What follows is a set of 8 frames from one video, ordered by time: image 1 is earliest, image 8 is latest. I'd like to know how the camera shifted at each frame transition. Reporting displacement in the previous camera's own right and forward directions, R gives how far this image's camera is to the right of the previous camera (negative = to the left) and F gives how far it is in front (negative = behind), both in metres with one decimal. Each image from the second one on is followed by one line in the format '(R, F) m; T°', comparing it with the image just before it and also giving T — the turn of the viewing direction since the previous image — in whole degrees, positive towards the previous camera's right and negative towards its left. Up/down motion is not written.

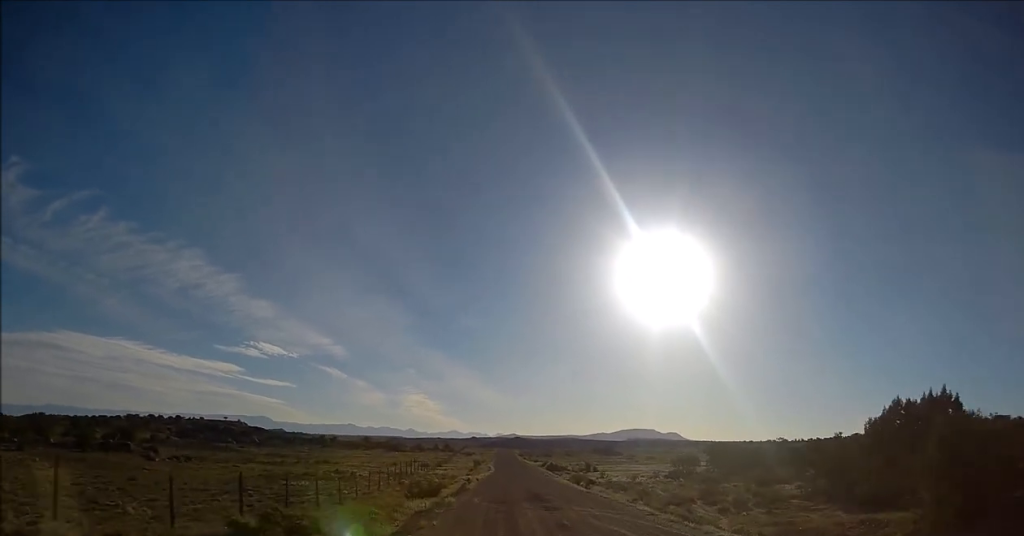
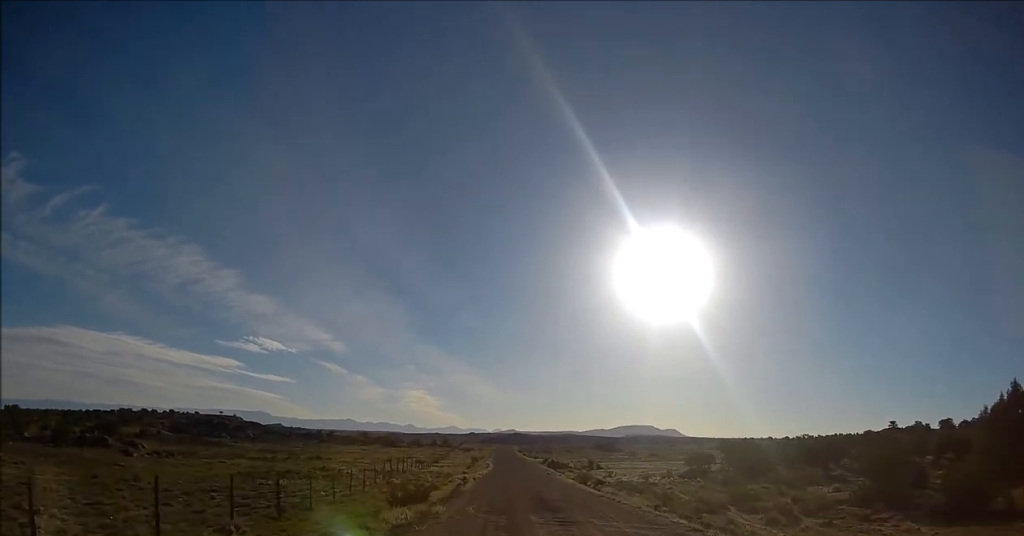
(0.0, +5.8) m; 0°
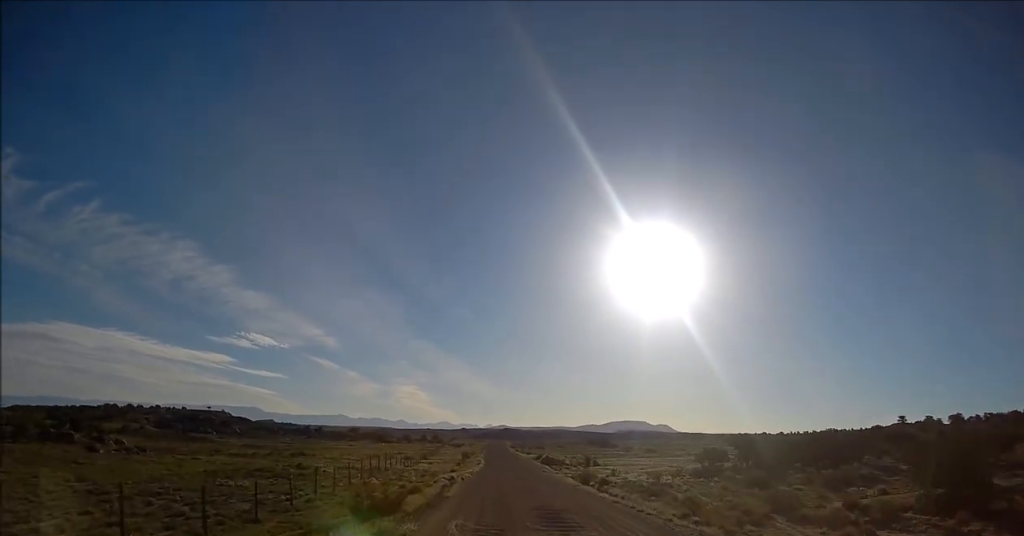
(-0.1, +6.2) m; 0°
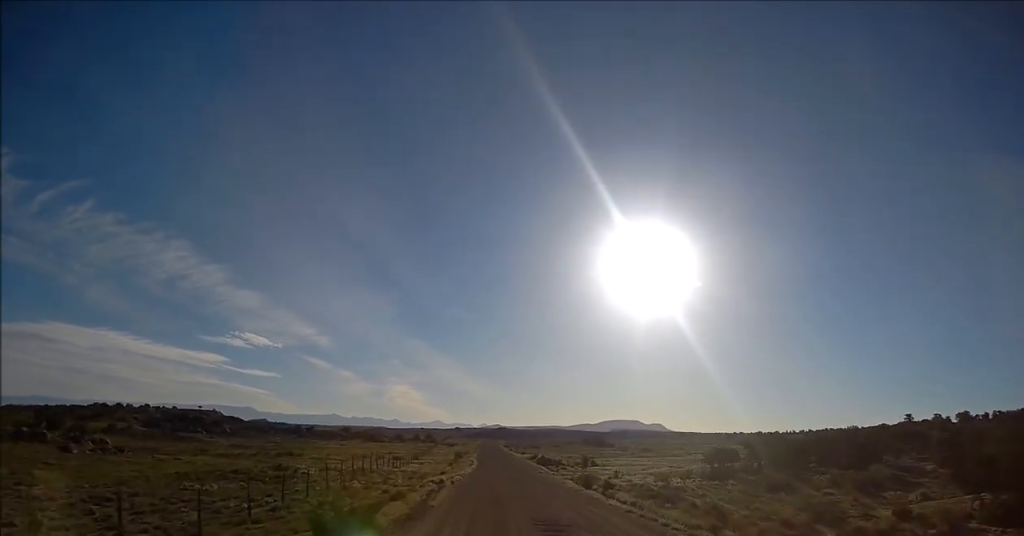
(0.0, +4.4) m; +1°
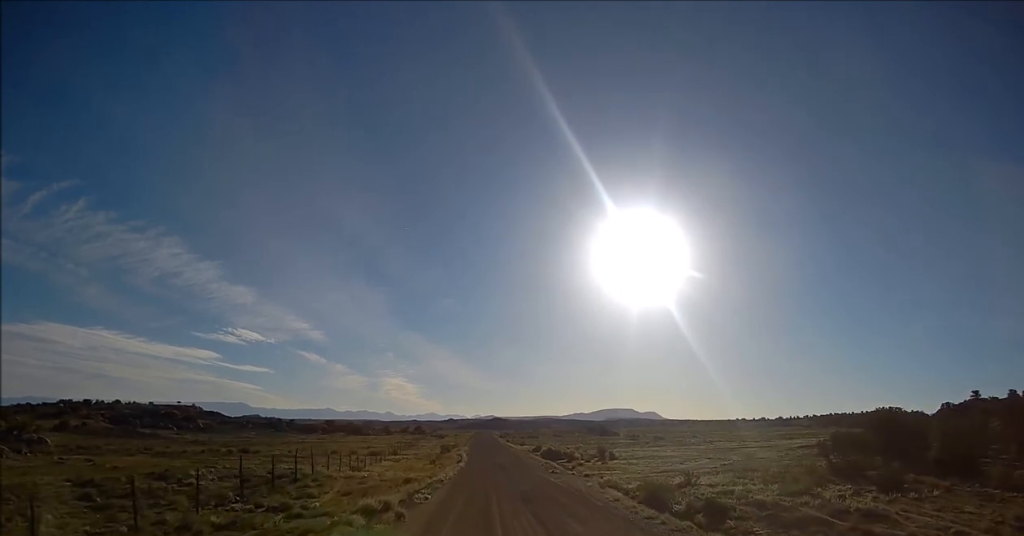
(+0.5, +22.0) m; +1°
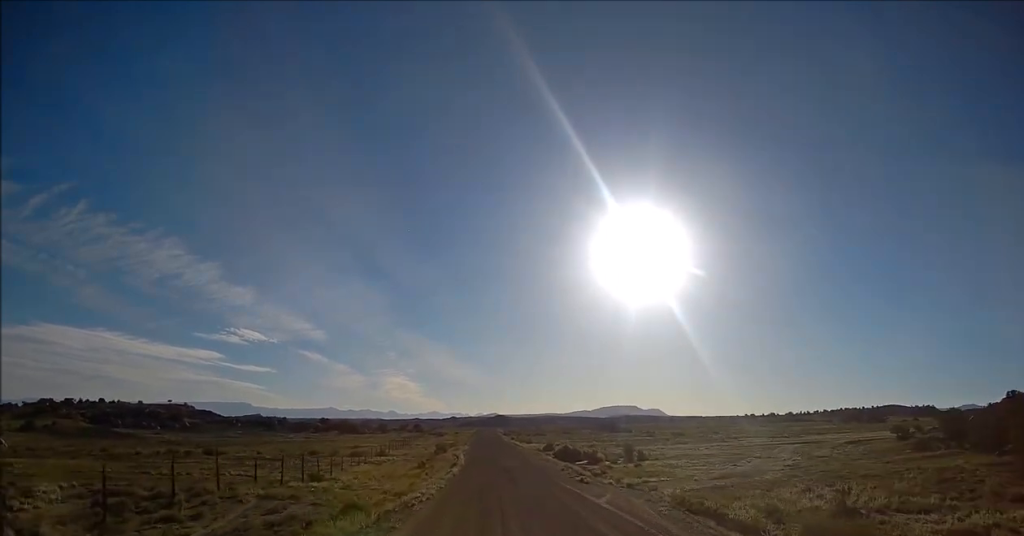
(-0.1, +16.2) m; -1°
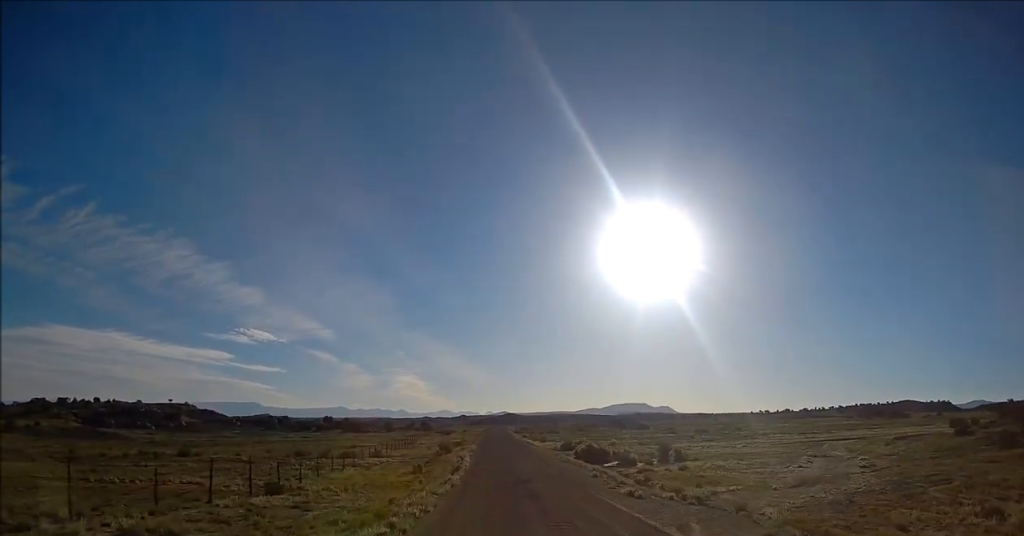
(-0.1, +10.8) m; -1°
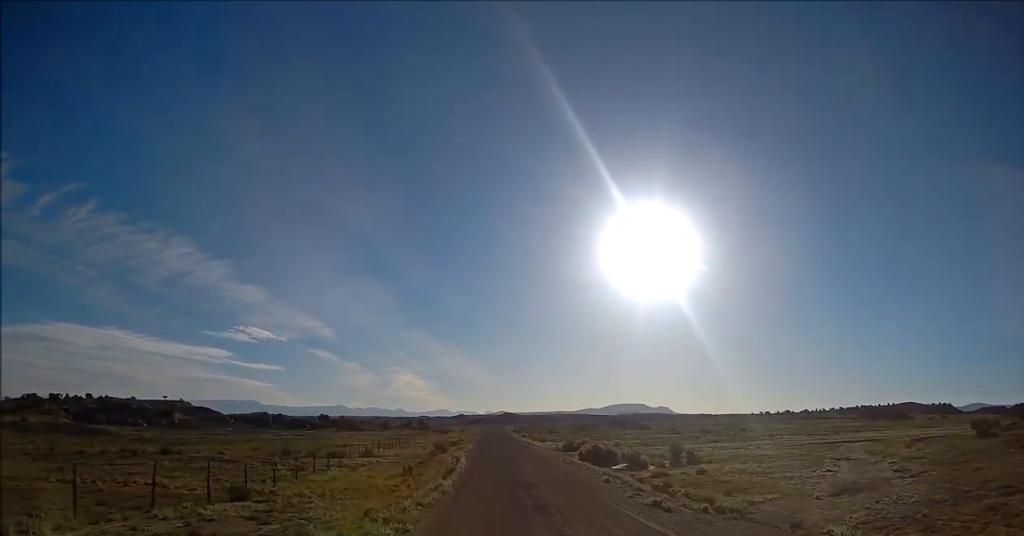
(0.0, +4.7) m; 0°
